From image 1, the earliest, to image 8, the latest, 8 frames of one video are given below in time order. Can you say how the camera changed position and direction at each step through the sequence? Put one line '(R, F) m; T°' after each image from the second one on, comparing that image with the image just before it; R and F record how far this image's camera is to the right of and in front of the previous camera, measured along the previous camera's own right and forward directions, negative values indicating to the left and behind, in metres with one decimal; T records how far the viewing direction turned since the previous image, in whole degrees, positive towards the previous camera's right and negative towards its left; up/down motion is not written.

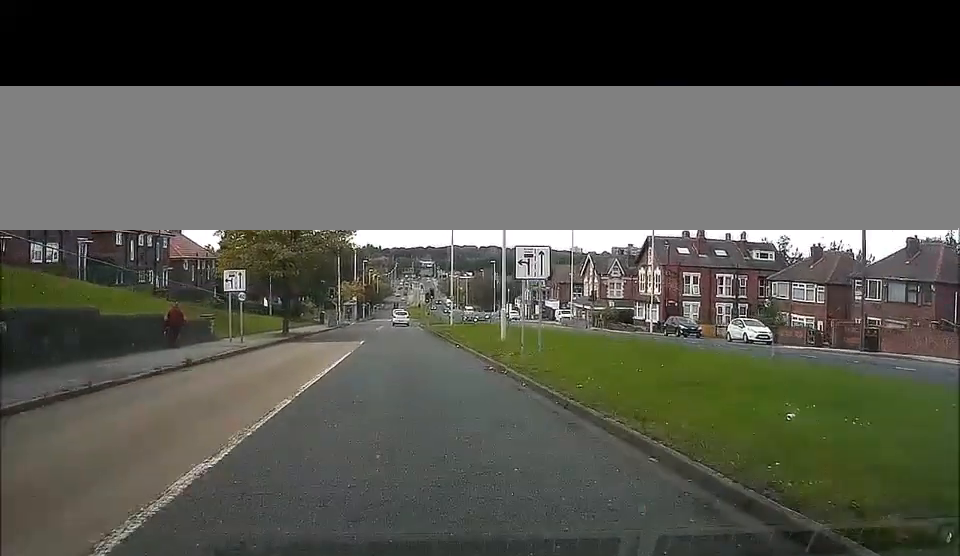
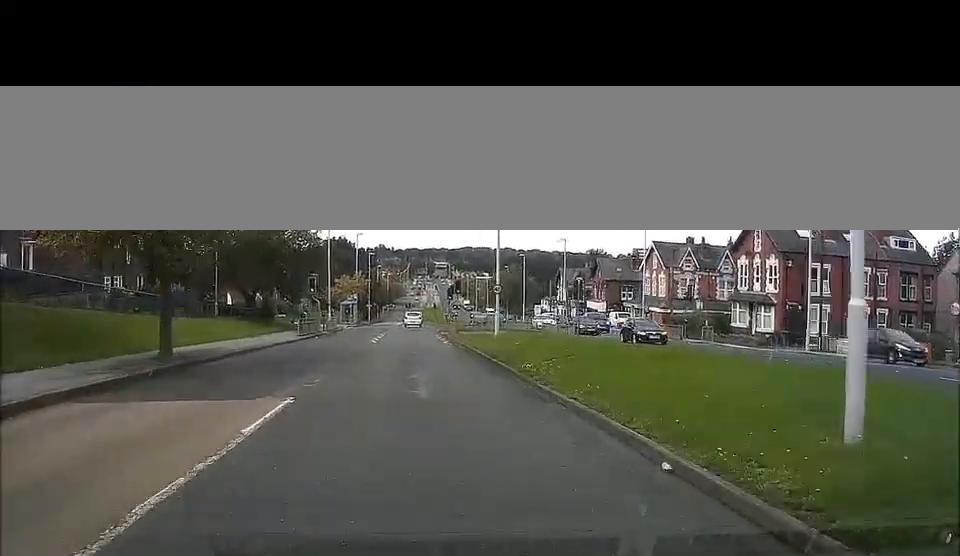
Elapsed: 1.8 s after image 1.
(-0.6, +26.2) m; -3°
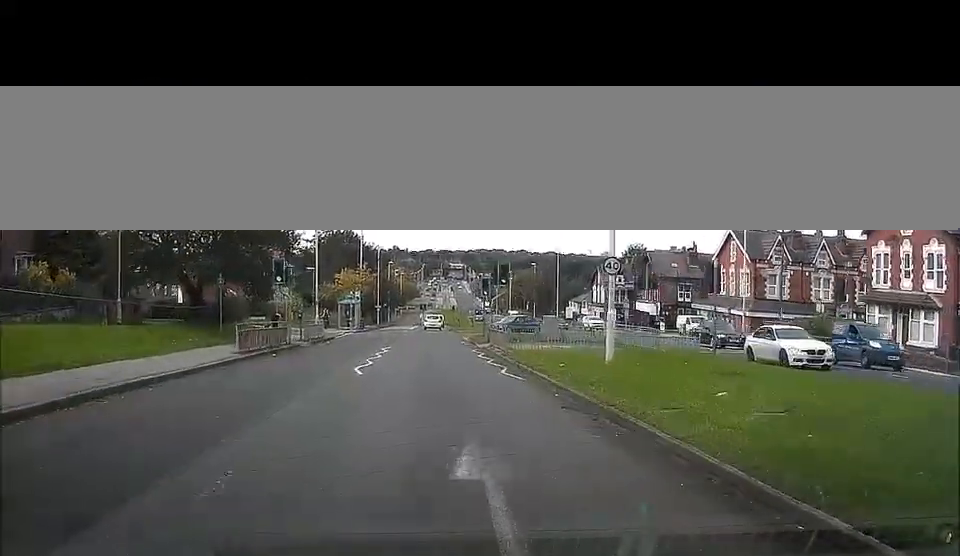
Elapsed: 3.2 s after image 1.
(+0.2, +20.3) m; +2°
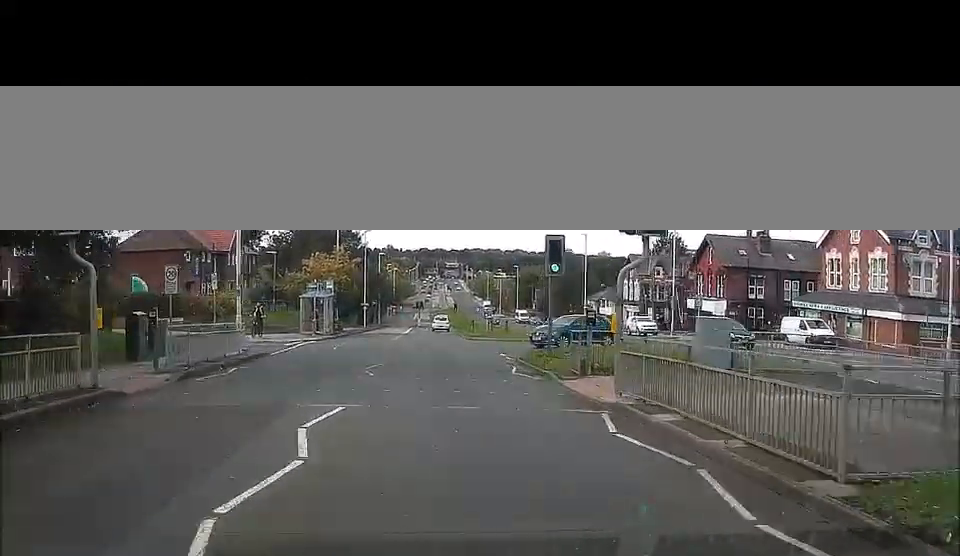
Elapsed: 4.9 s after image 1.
(+0.4, +23.7) m; +1°
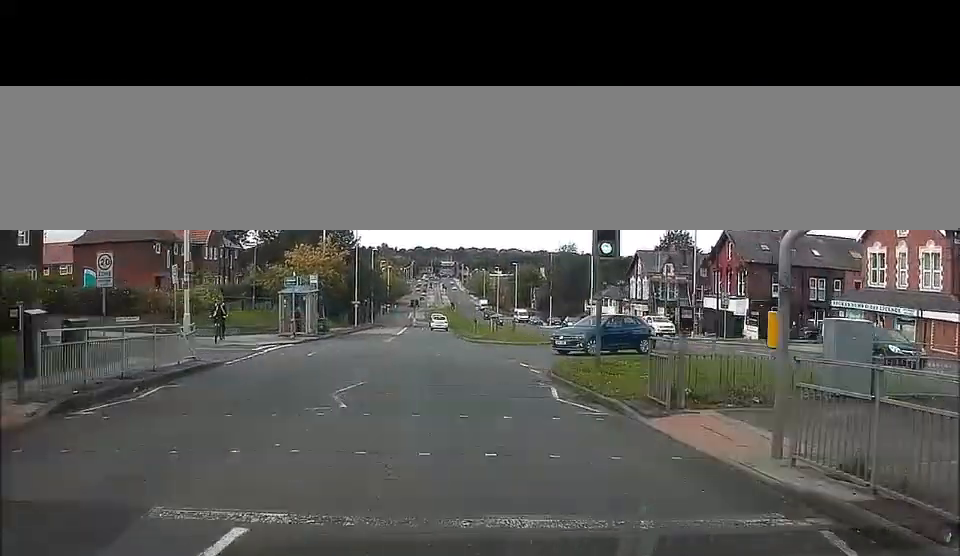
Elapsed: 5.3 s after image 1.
(0.0, +6.7) m; 0°
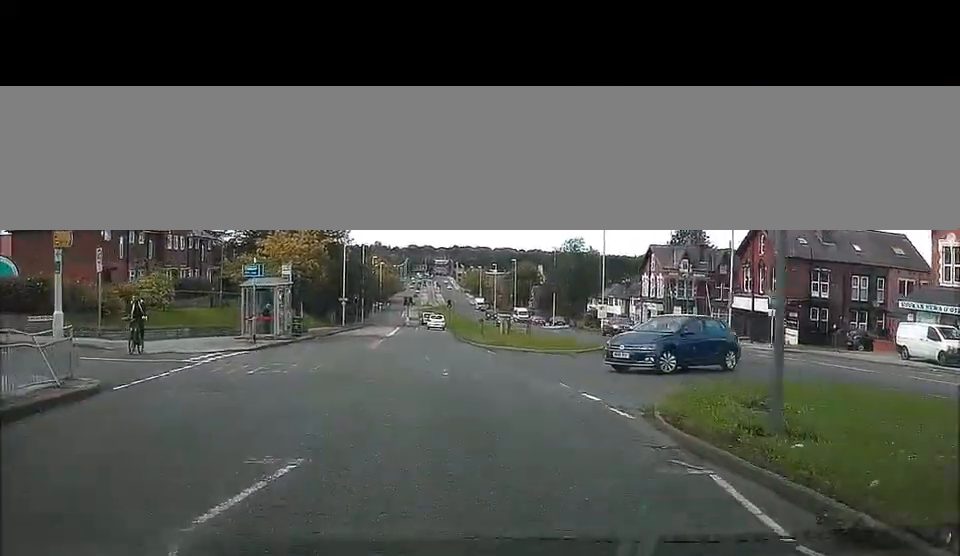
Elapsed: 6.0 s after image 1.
(0.0, +9.1) m; 0°
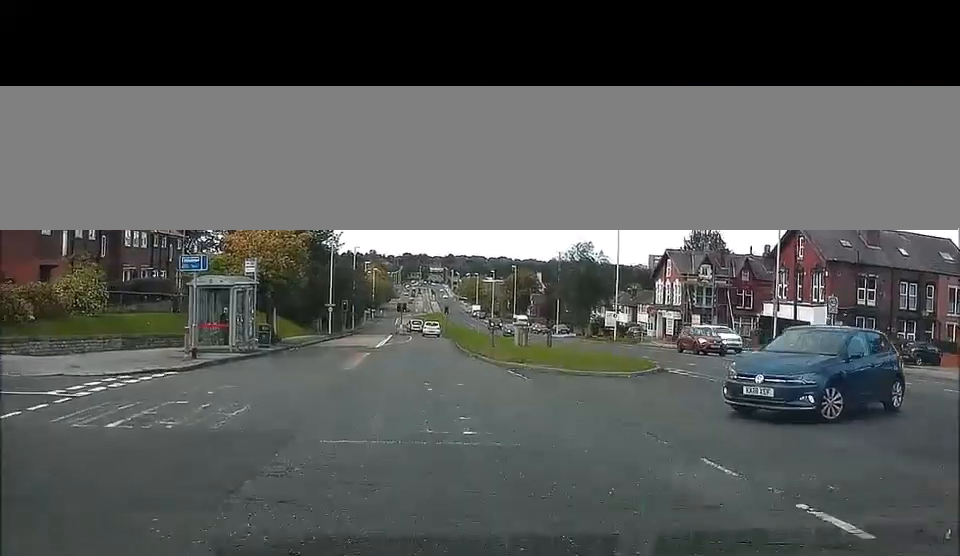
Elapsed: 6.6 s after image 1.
(-0.2, +8.6) m; 0°
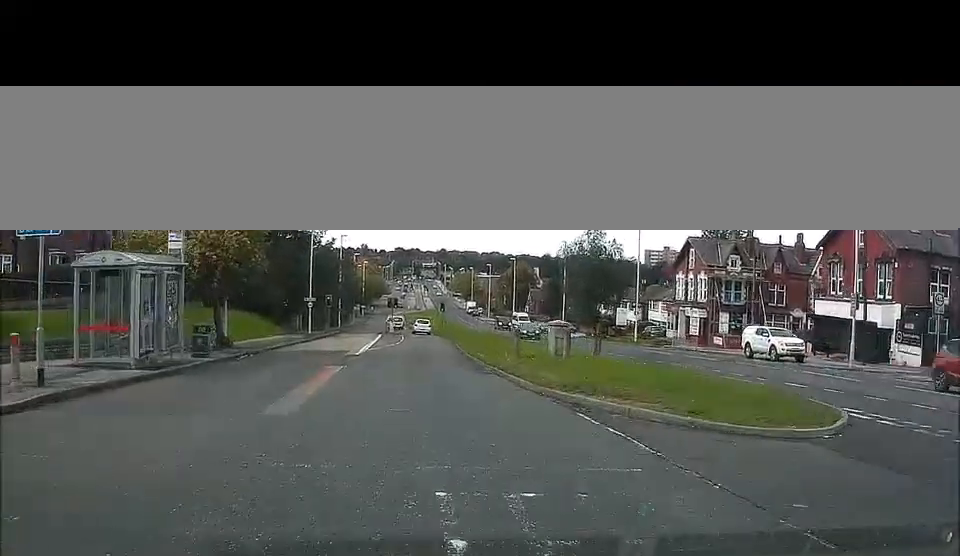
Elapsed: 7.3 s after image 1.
(+0.2, +10.2) m; +1°
